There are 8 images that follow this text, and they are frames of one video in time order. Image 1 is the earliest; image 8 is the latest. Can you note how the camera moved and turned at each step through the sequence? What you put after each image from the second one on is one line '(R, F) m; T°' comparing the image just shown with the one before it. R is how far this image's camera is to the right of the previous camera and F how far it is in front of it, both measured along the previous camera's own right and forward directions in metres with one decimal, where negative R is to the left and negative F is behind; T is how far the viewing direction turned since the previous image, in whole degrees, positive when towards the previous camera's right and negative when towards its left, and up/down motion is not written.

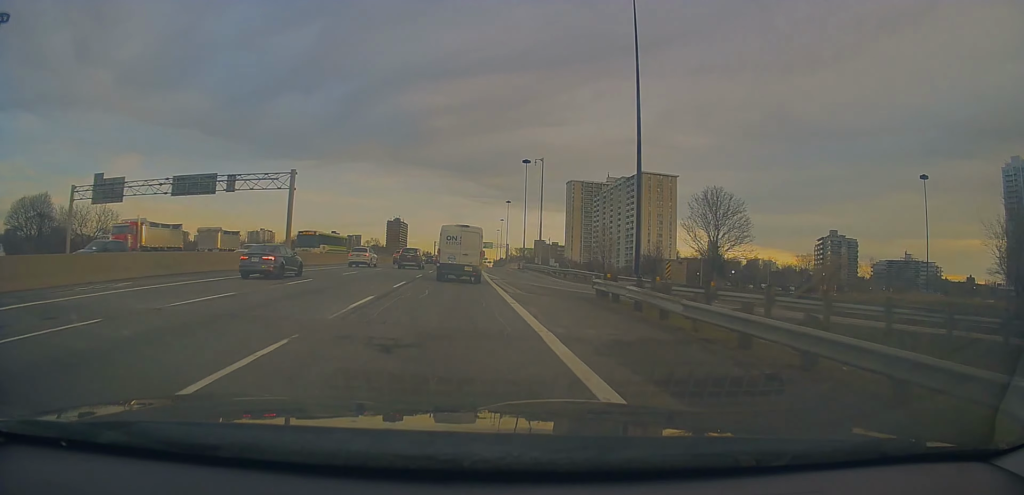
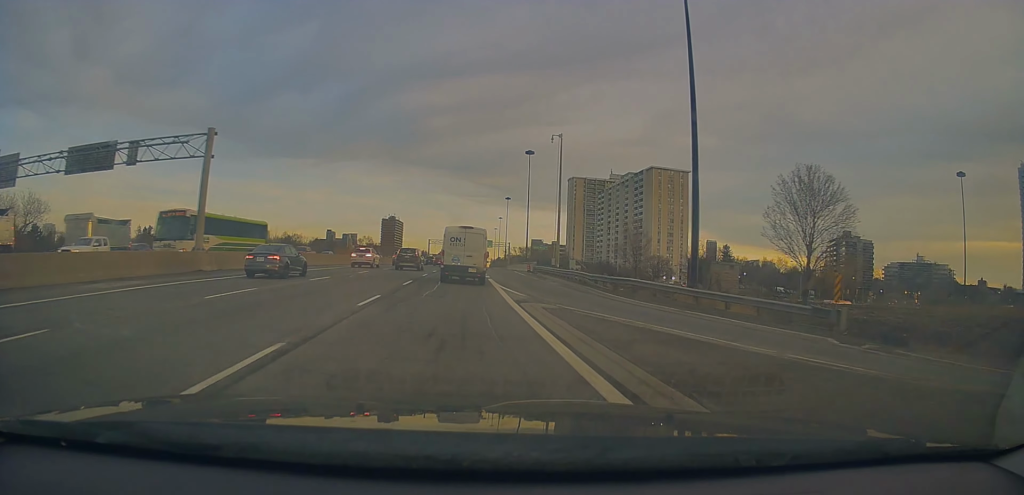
(-0.2, +15.8) m; 0°
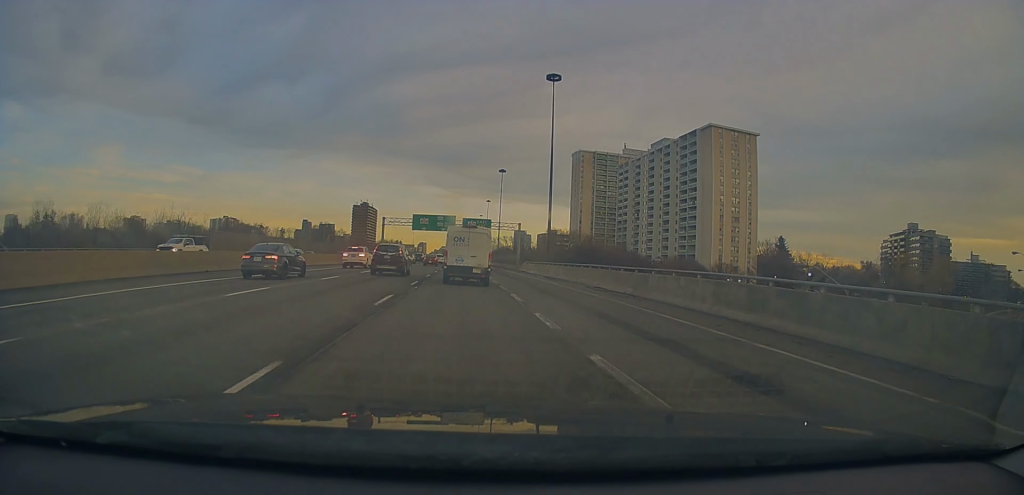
(0.0, +67.3) m; +1°
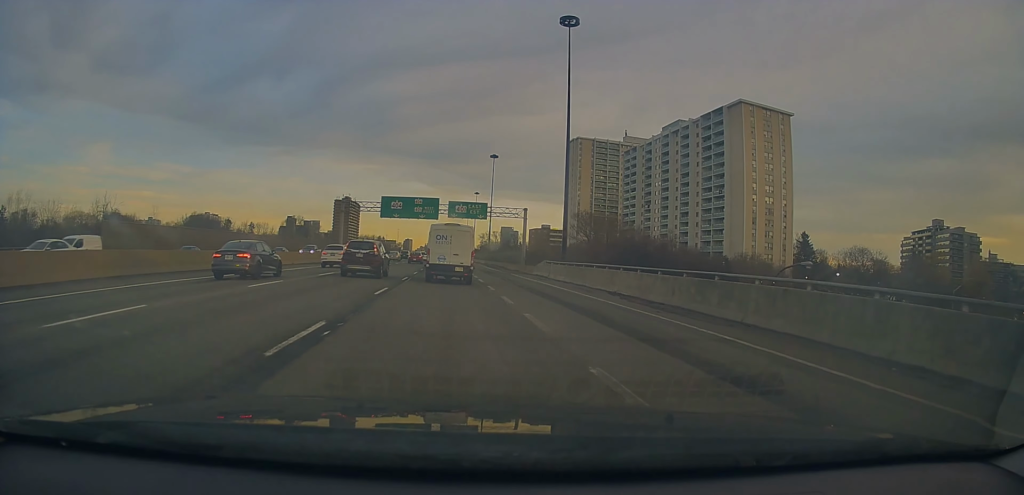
(+0.4, +24.9) m; +2°
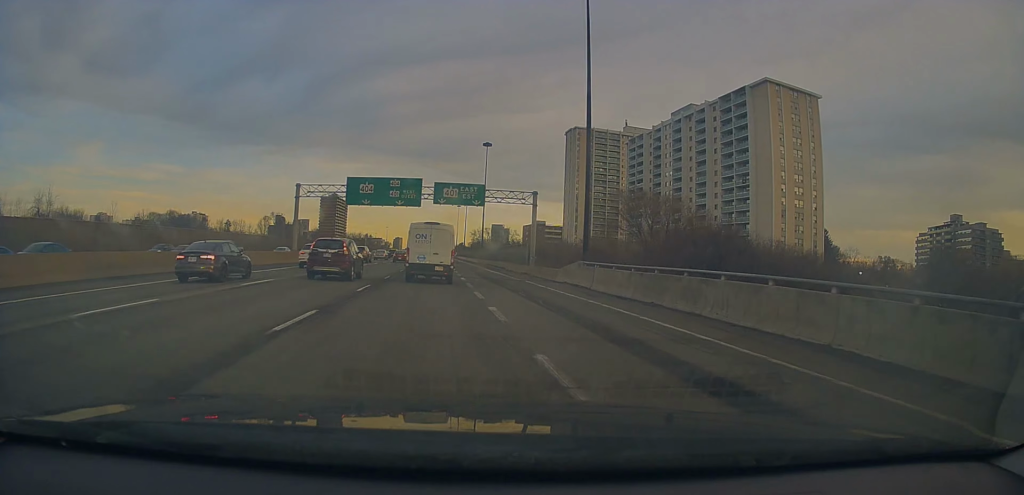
(+0.1, +16.6) m; +1°
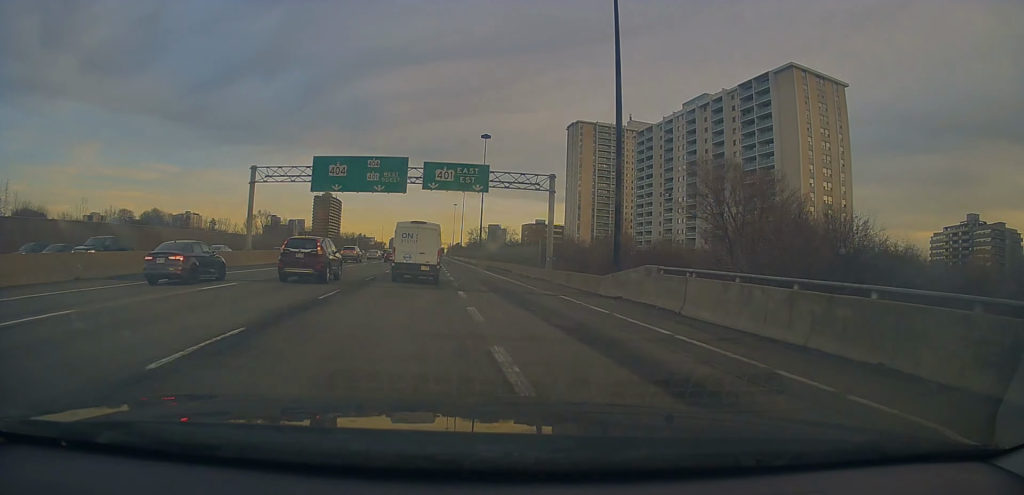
(+0.2, +11.7) m; +1°
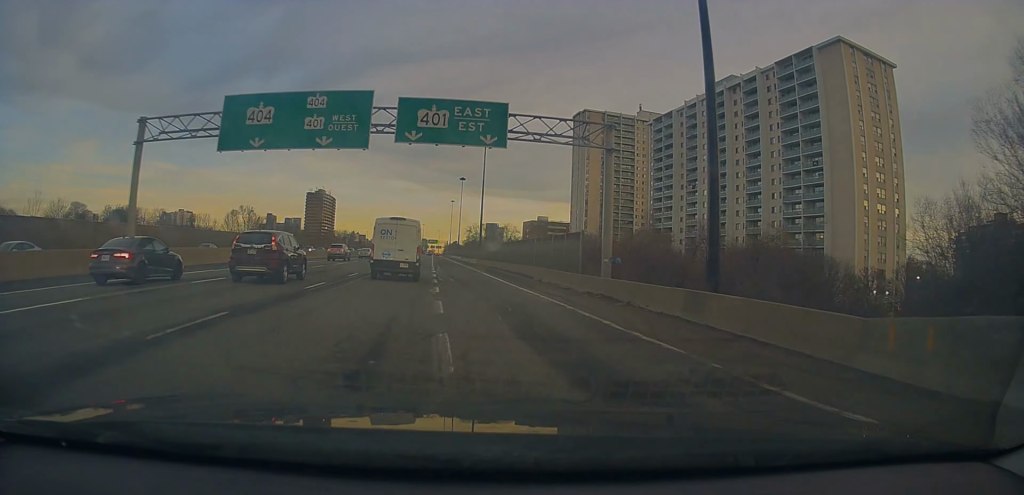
(+0.1, +16.8) m; 0°
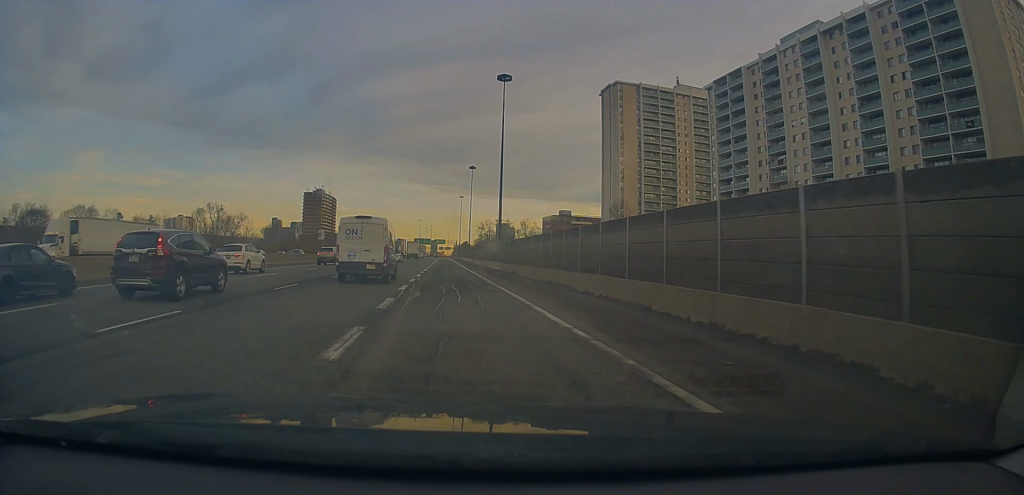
(-0.2, +35.5) m; -1°
